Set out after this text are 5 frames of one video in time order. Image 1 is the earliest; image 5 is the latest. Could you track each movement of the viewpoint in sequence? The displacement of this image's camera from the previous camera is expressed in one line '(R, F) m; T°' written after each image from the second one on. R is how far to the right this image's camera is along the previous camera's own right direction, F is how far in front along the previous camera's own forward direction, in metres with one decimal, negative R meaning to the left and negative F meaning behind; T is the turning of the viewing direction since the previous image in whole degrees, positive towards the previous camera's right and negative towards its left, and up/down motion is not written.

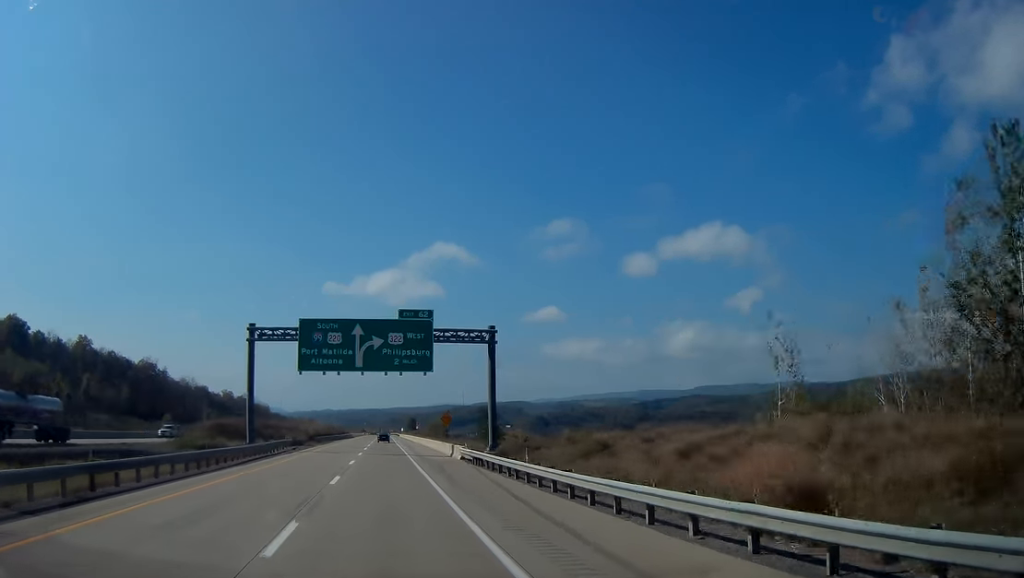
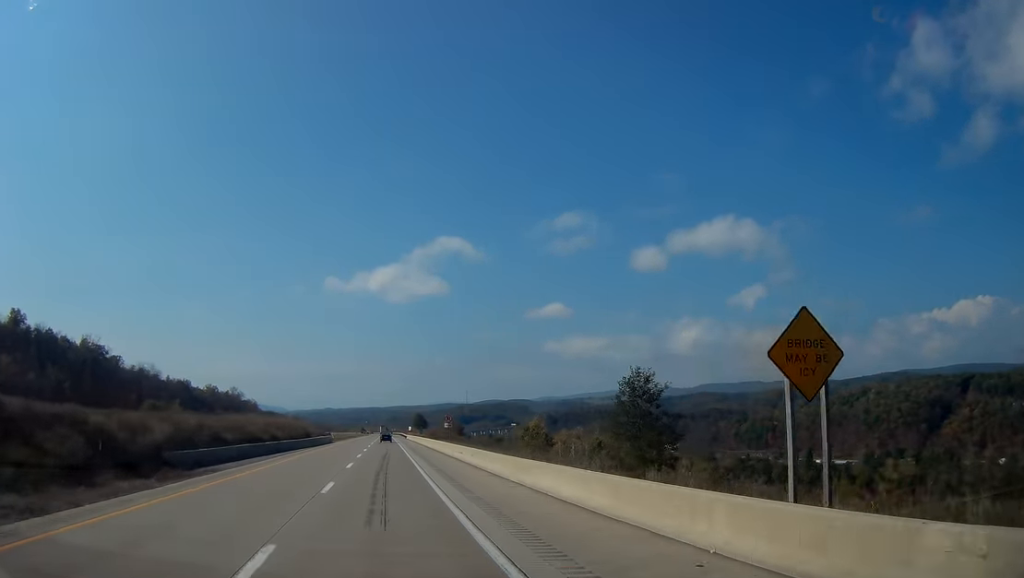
(0.0, +63.5) m; 0°
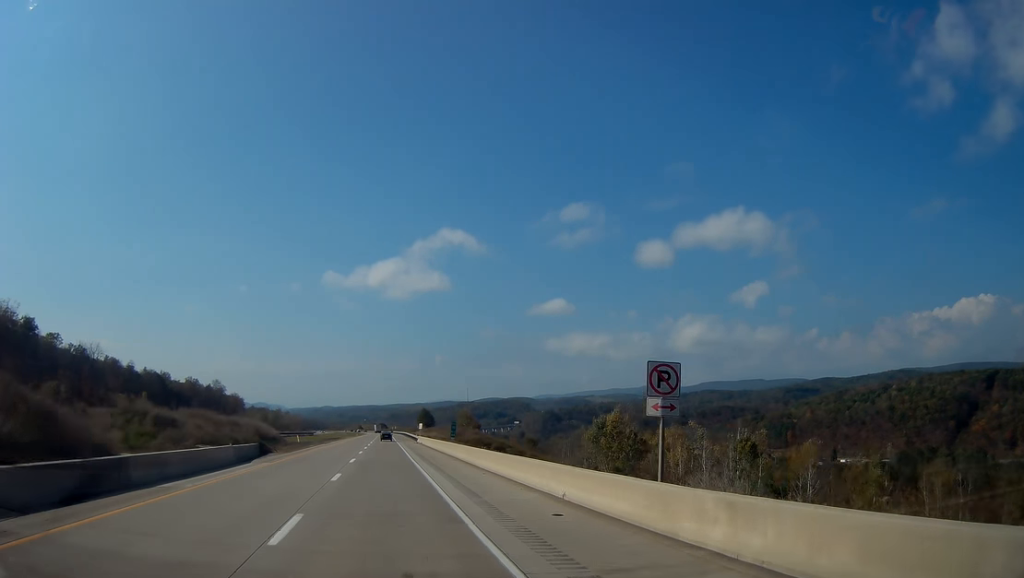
(+0.1, +57.1) m; 0°
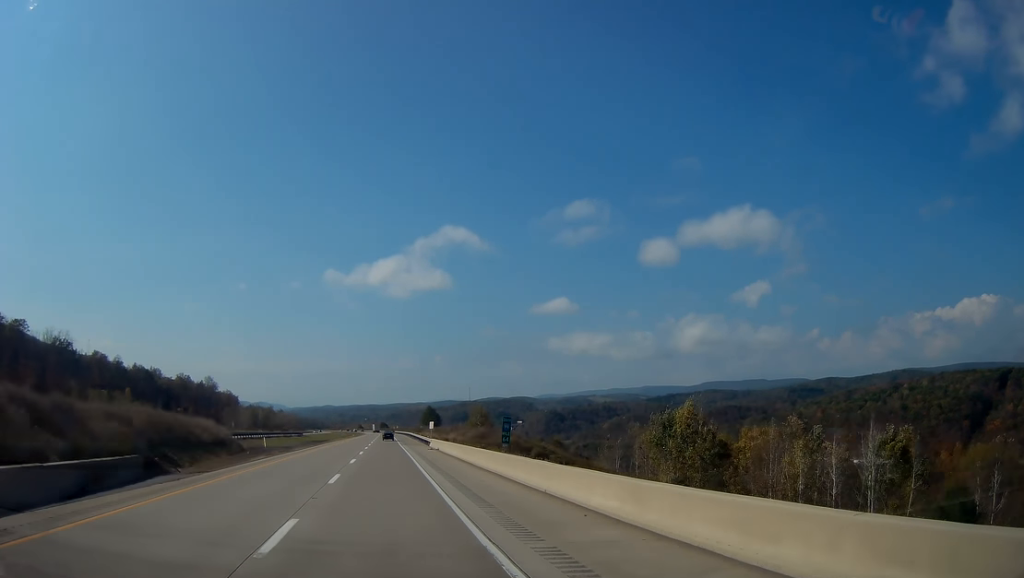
(+0.2, +25.5) m; 0°
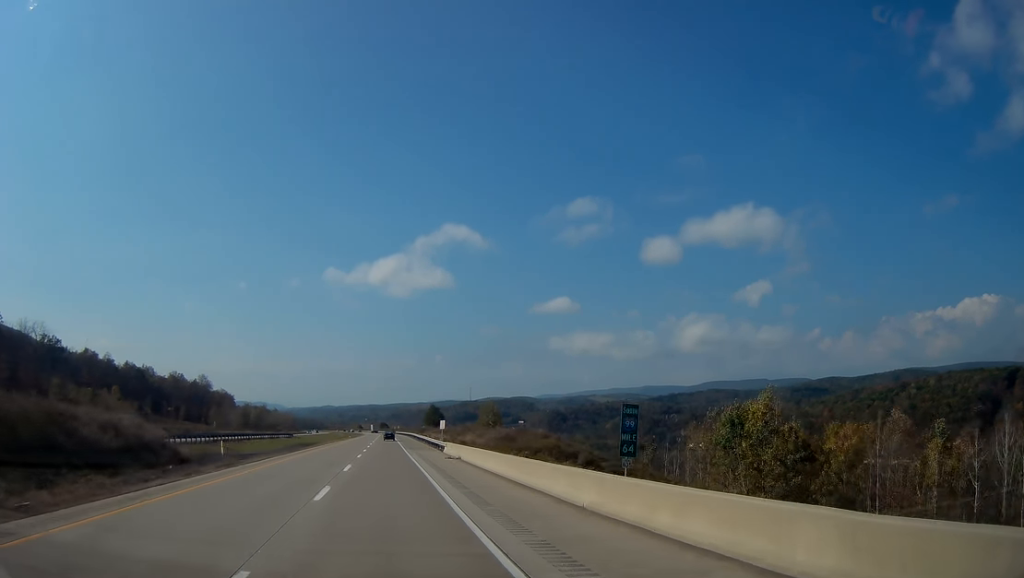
(0.0, +17.2) m; 0°
